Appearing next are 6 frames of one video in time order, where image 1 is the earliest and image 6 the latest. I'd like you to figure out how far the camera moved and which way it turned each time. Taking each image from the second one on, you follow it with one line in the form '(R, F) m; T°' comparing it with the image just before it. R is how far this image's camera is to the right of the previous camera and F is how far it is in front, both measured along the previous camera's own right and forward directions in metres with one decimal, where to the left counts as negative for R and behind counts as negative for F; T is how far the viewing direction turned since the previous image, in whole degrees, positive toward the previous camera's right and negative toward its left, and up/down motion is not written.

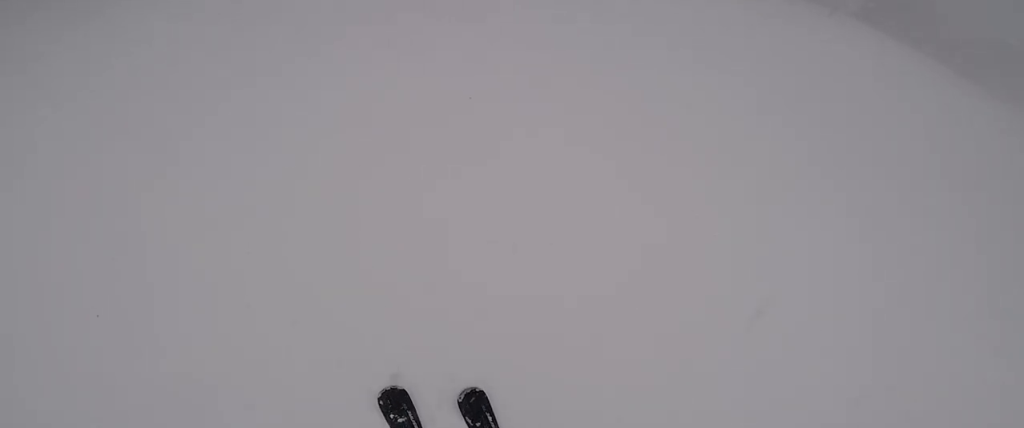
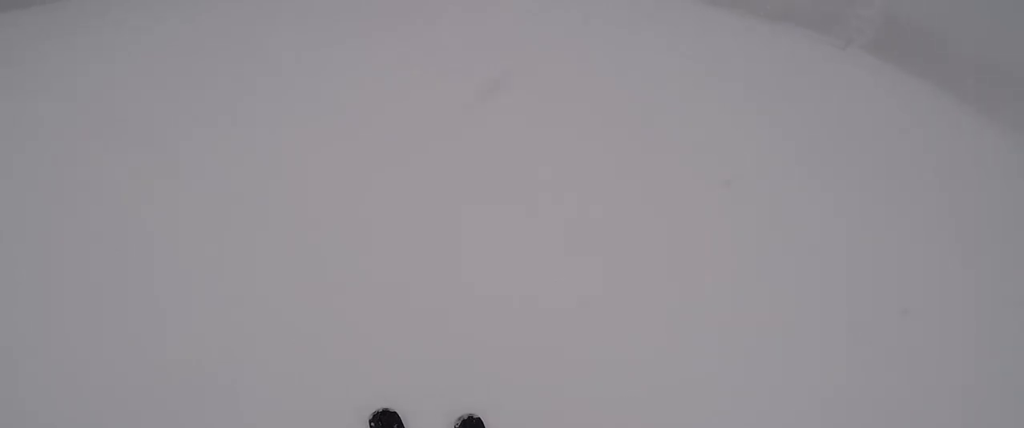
(+0.5, +3.9) m; +19°
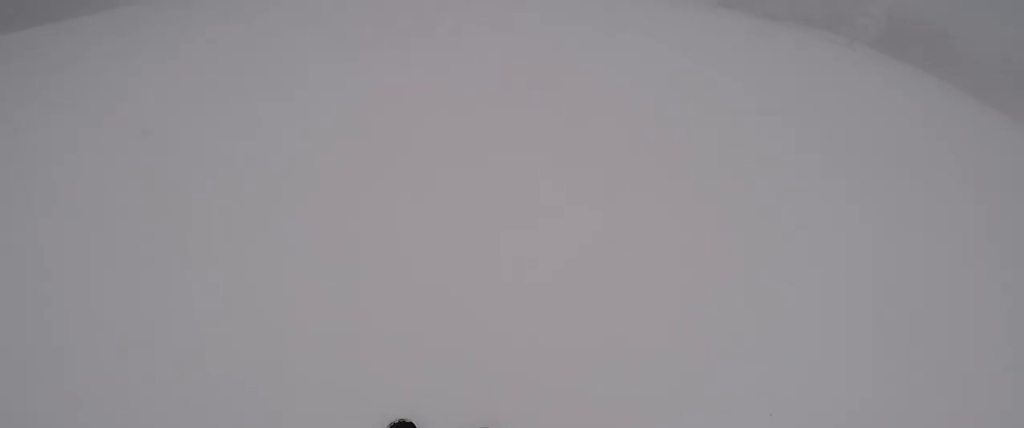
(+0.7, +1.9) m; -2°
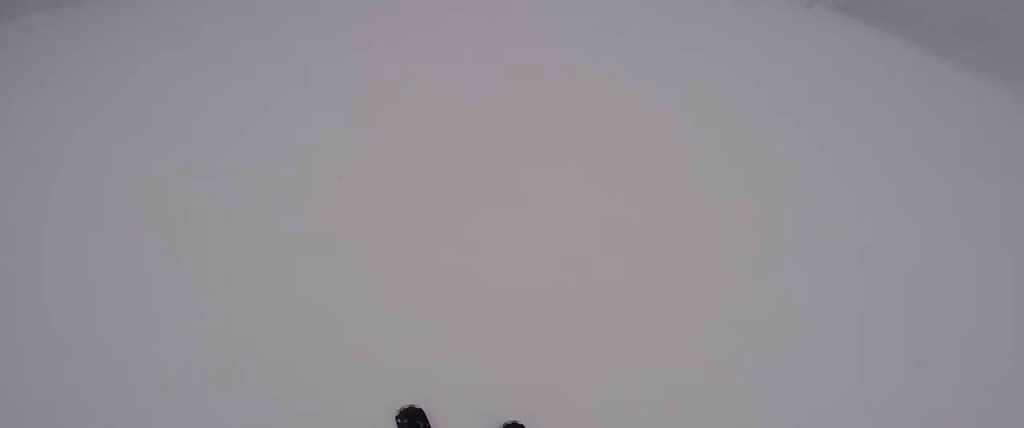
(-1.3, +4.3) m; -17°
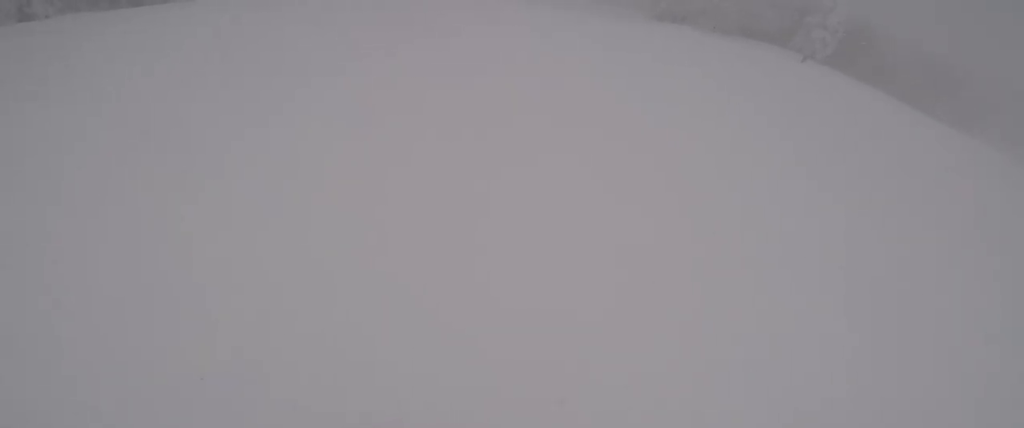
(+1.9, +8.1) m; +28°
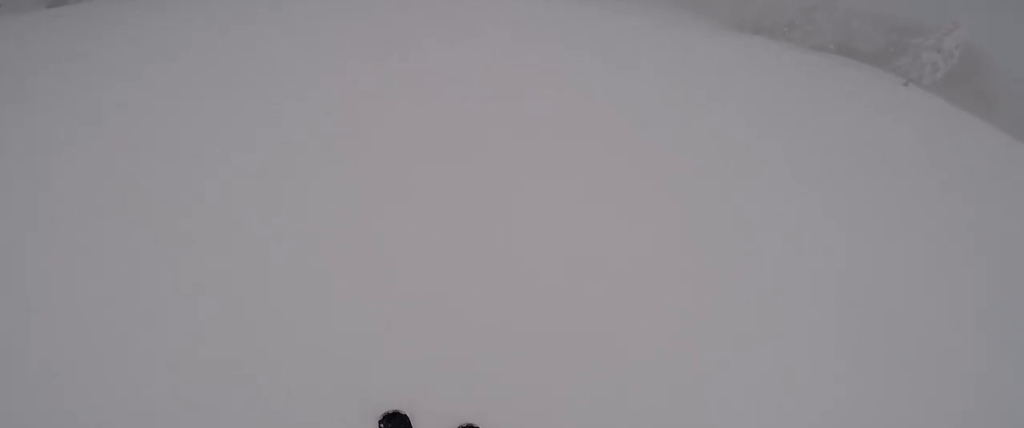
(-0.4, +4.4) m; -6°
